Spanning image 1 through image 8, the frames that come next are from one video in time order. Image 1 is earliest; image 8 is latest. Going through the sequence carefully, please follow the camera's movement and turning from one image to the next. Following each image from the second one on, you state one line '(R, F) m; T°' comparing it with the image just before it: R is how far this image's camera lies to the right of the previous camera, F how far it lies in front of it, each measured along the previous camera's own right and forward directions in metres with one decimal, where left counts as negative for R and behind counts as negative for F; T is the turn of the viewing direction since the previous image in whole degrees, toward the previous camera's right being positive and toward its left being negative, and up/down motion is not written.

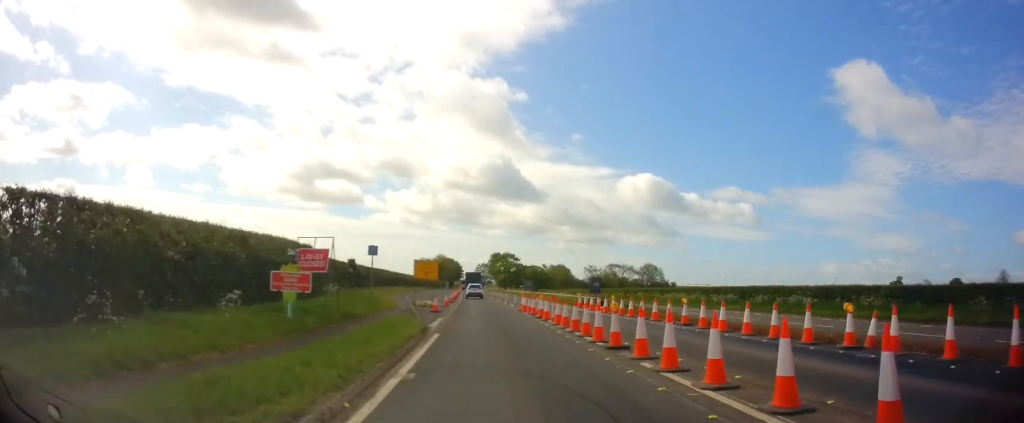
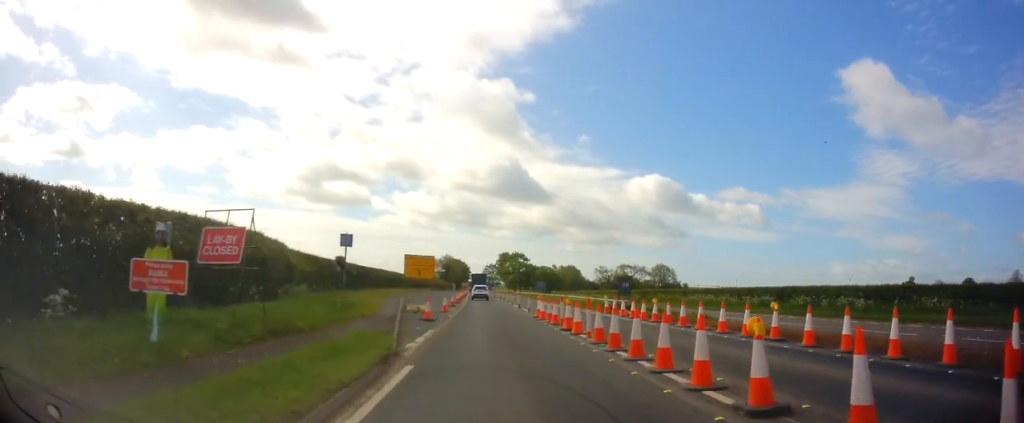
(-0.1, +6.5) m; -1°
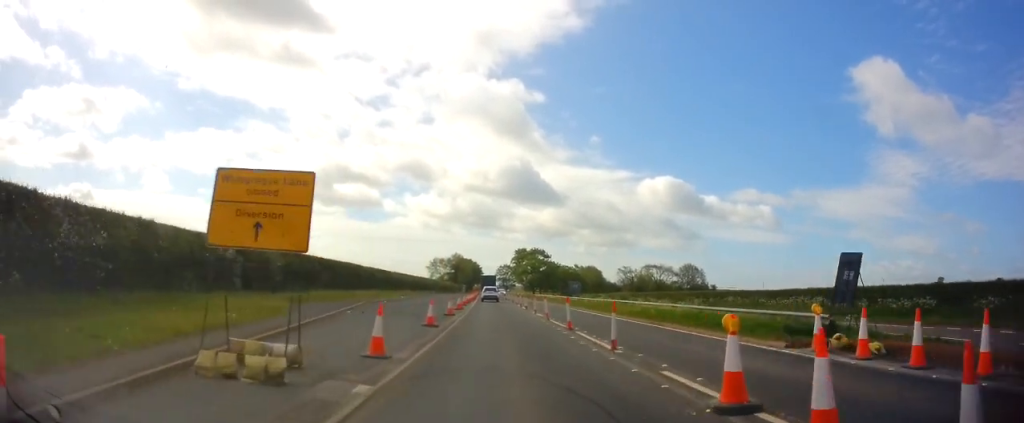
(-0.6, +20.1) m; -2°
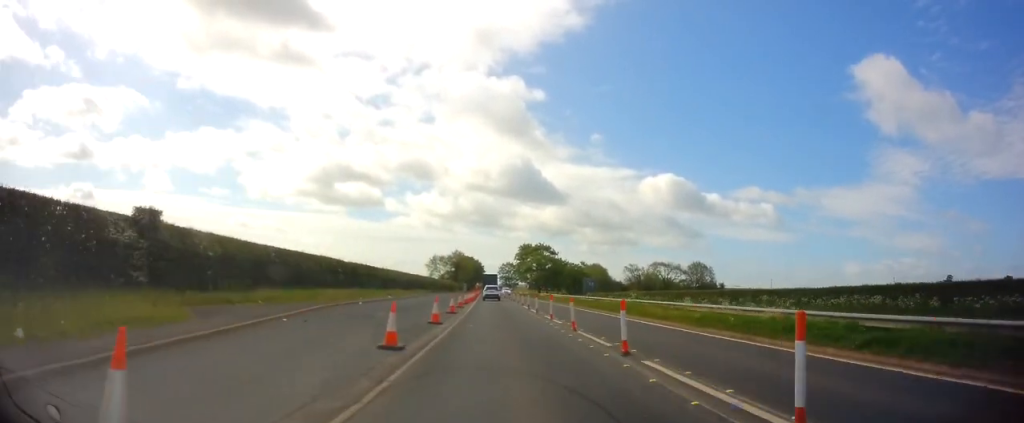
(+0.1, +7.6) m; 0°
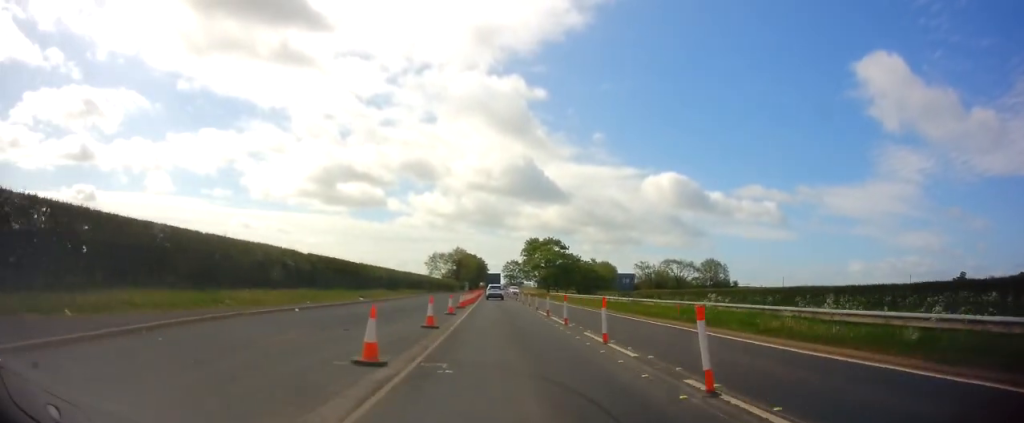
(0.0, +10.8) m; 0°
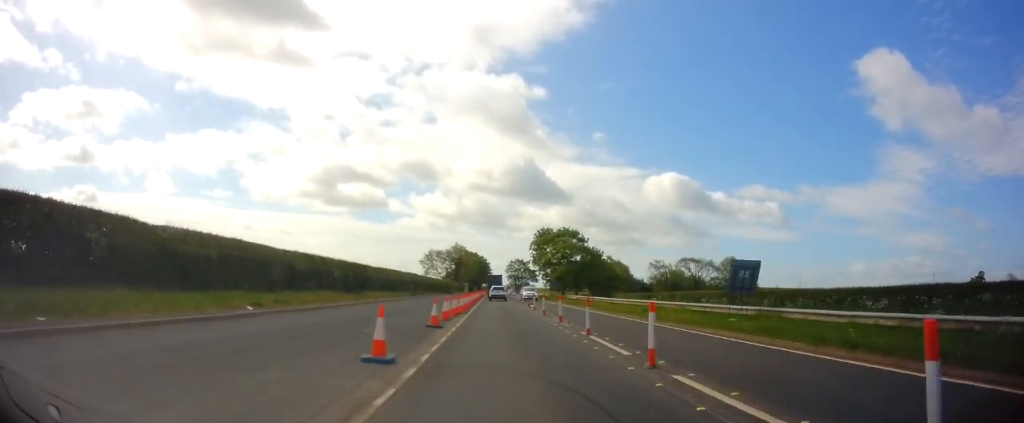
(-0.2, +16.8) m; -1°
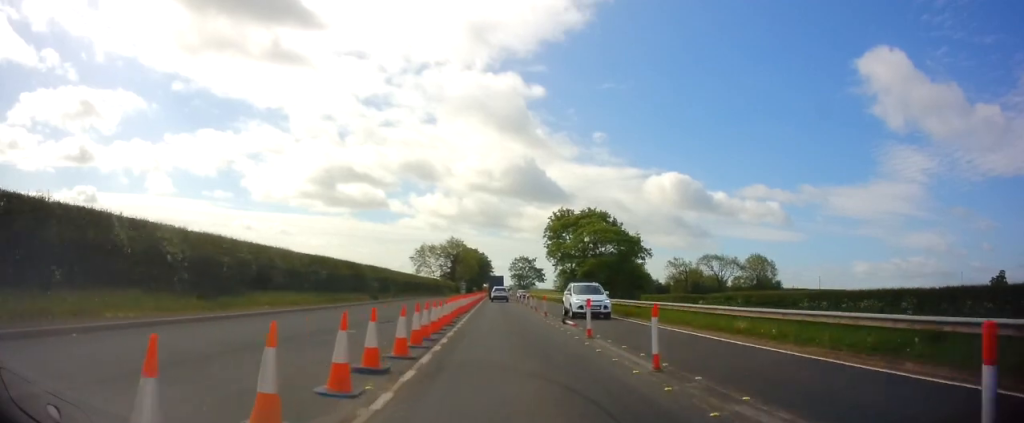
(0.0, +19.7) m; +1°
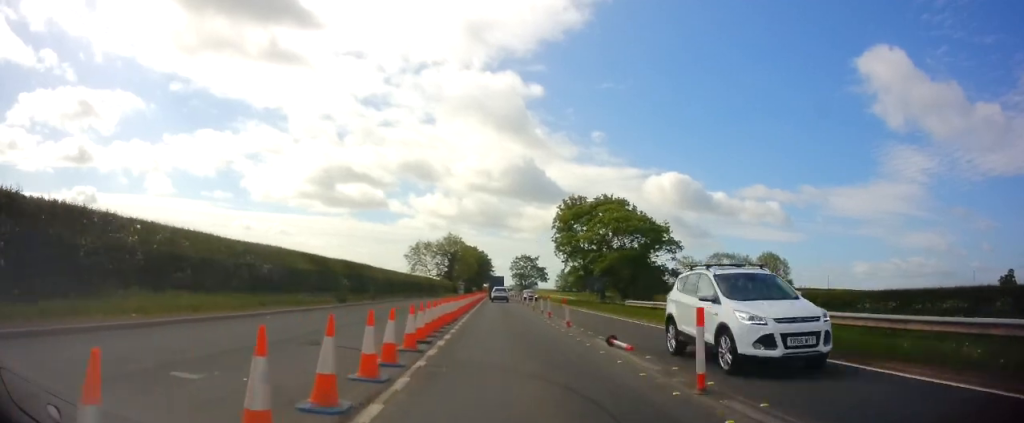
(+0.1, +8.4) m; 0°
